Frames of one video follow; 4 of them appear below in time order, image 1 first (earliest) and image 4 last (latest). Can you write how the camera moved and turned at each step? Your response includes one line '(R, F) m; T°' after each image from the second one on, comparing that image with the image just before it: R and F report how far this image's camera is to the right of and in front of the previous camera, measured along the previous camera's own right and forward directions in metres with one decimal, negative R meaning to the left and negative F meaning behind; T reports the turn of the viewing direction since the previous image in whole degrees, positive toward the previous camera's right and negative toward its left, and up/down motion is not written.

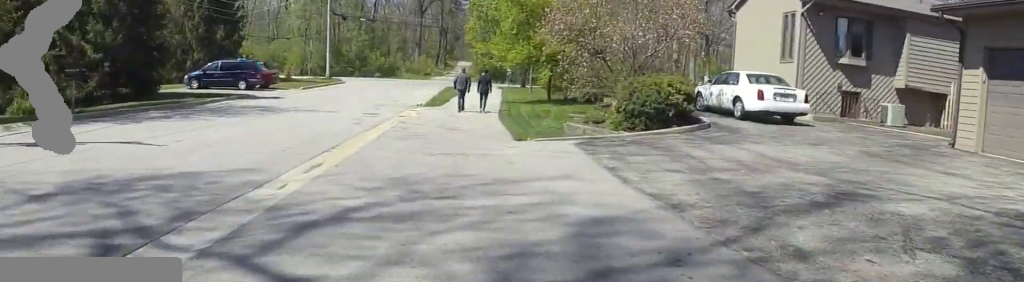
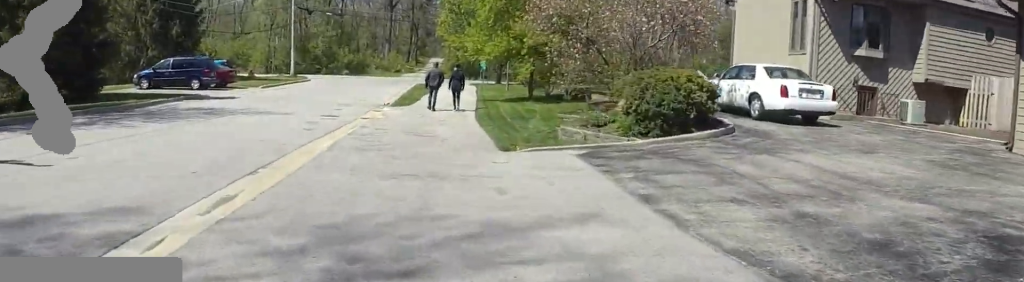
(0.0, +2.8) m; 0°
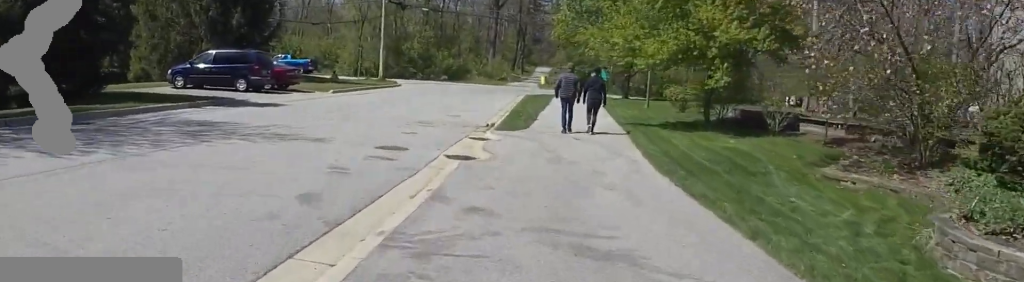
(0.0, +8.5) m; -9°
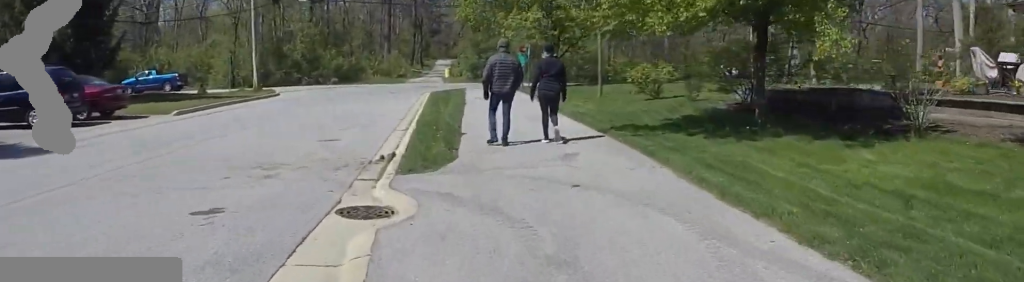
(-1.1, +7.2) m; -2°
